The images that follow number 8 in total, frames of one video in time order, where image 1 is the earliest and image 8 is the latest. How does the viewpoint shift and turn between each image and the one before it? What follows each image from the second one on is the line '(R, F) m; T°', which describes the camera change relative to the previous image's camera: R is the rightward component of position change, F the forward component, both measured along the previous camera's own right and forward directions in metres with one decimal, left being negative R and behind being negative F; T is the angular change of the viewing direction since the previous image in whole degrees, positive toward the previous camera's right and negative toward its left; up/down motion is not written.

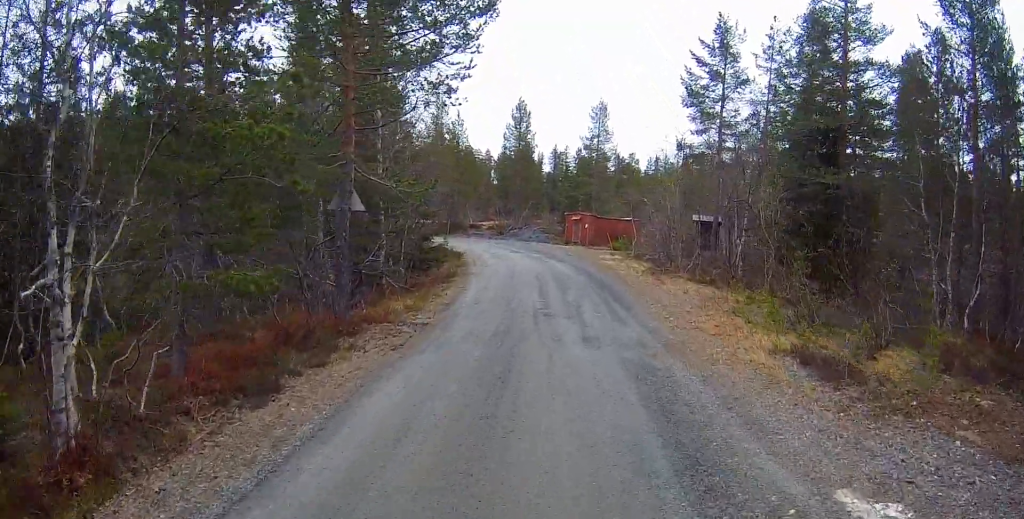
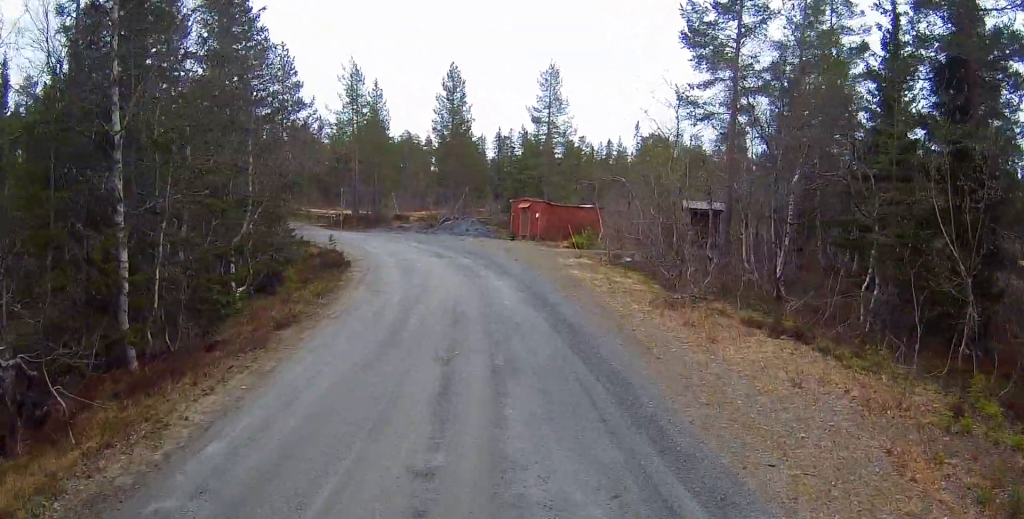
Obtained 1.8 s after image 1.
(+0.4, +11.2) m; +4°
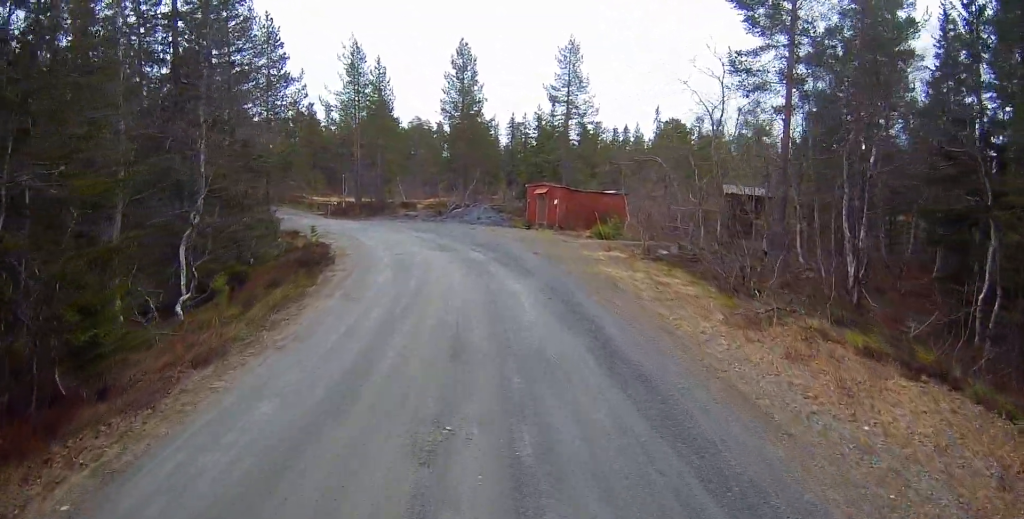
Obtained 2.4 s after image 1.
(0.0, +3.9) m; -1°
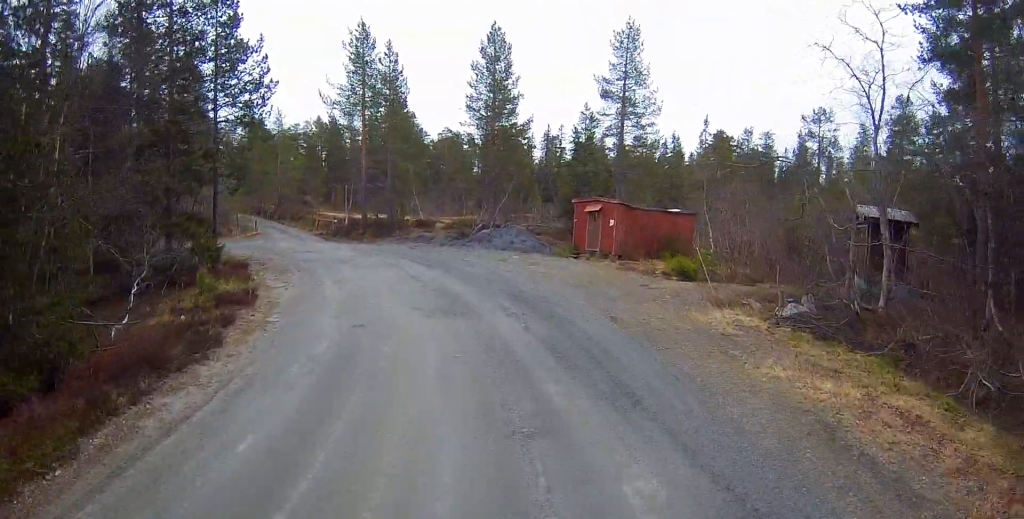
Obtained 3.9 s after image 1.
(-0.4, +9.4) m; -6°
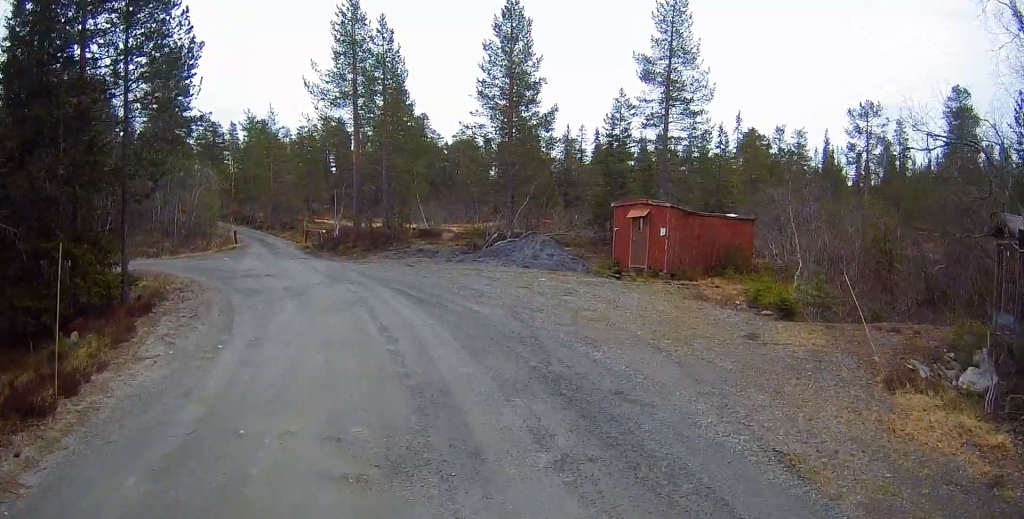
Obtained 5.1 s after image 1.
(-0.2, +6.7) m; -1°
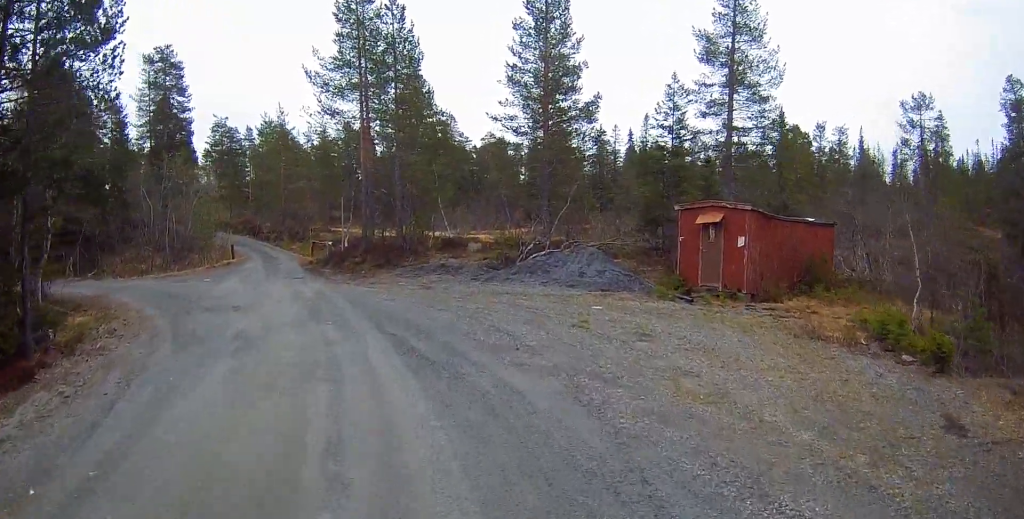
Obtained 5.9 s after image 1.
(+0.1, +5.0) m; -1°
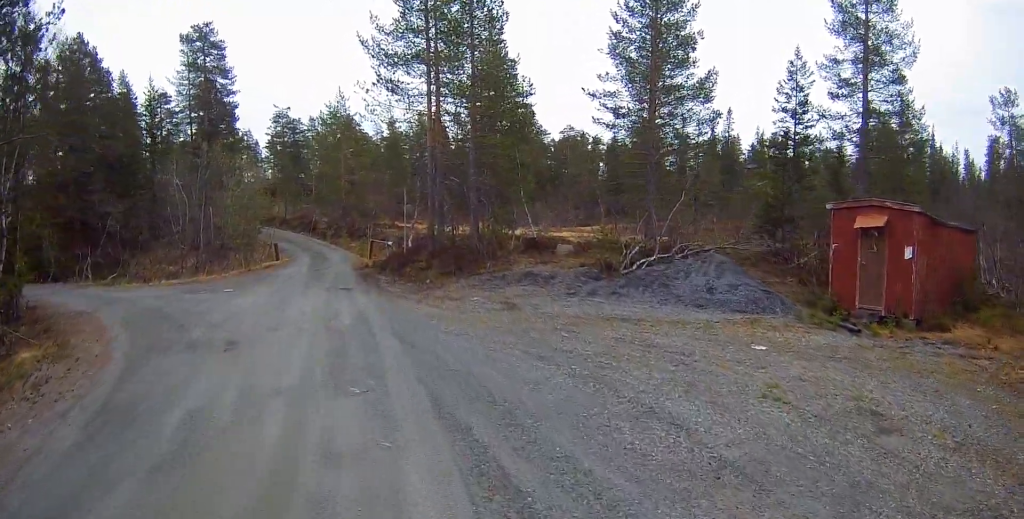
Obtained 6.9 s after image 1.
(-0.2, +5.5) m; -6°
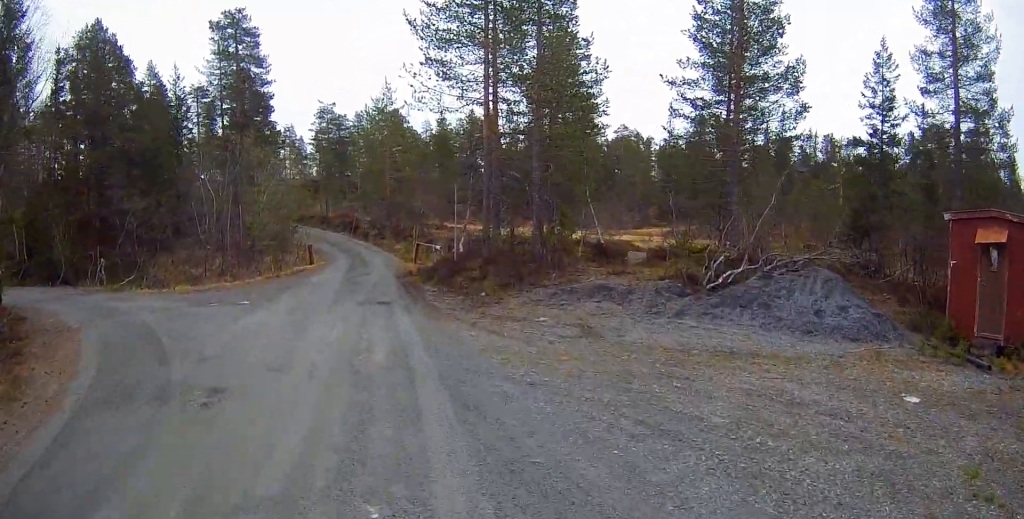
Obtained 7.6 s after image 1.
(-0.1, +3.4) m; -6°
